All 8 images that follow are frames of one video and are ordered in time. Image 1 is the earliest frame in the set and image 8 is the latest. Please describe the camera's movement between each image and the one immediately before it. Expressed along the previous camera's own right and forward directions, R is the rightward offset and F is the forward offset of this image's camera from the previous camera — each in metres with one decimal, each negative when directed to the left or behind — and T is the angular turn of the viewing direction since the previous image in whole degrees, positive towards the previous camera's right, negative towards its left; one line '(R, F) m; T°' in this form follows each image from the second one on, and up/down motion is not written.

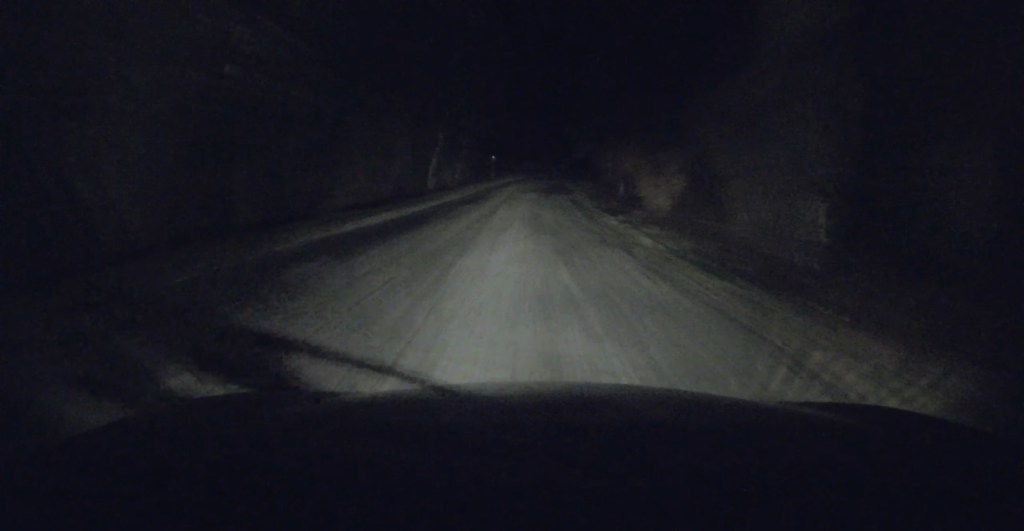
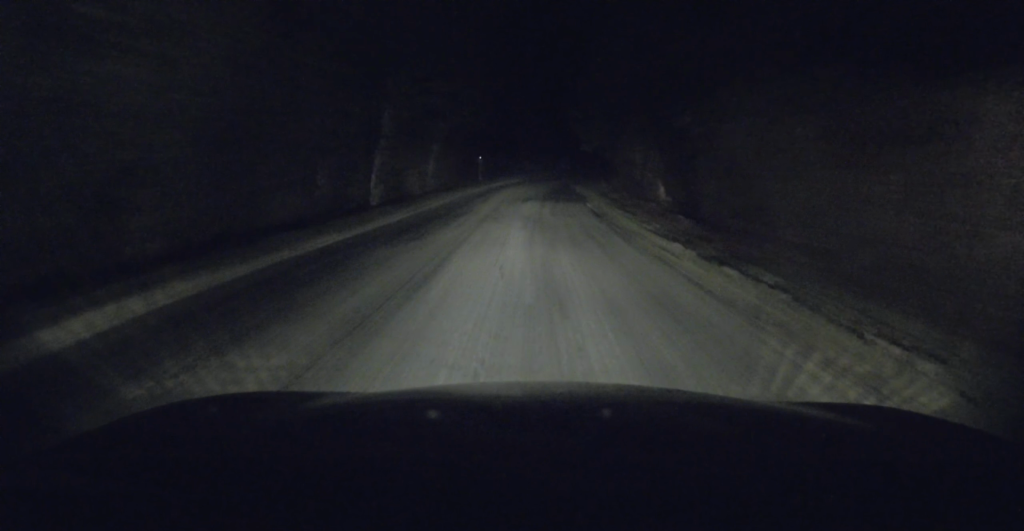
(-0.3, +13.3) m; -1°
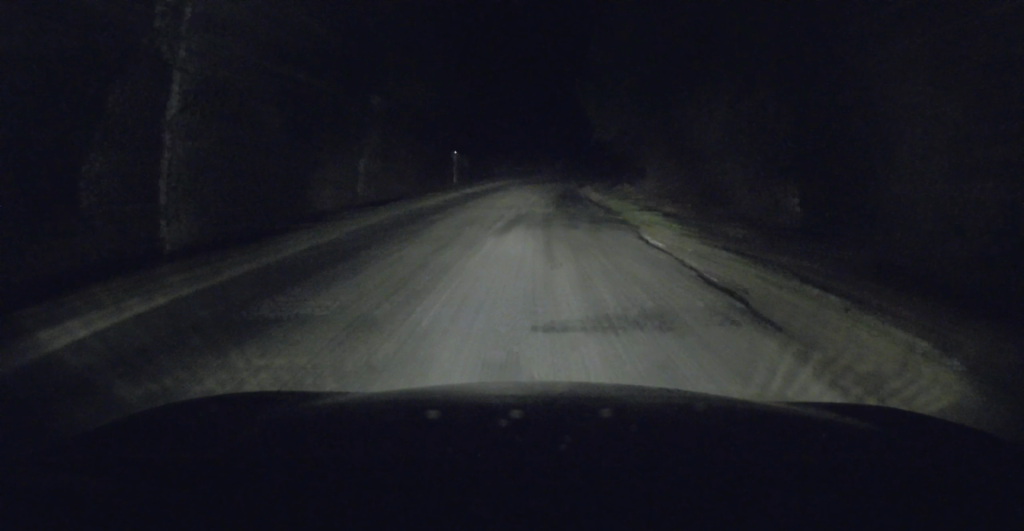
(+0.1, +14.9) m; +1°
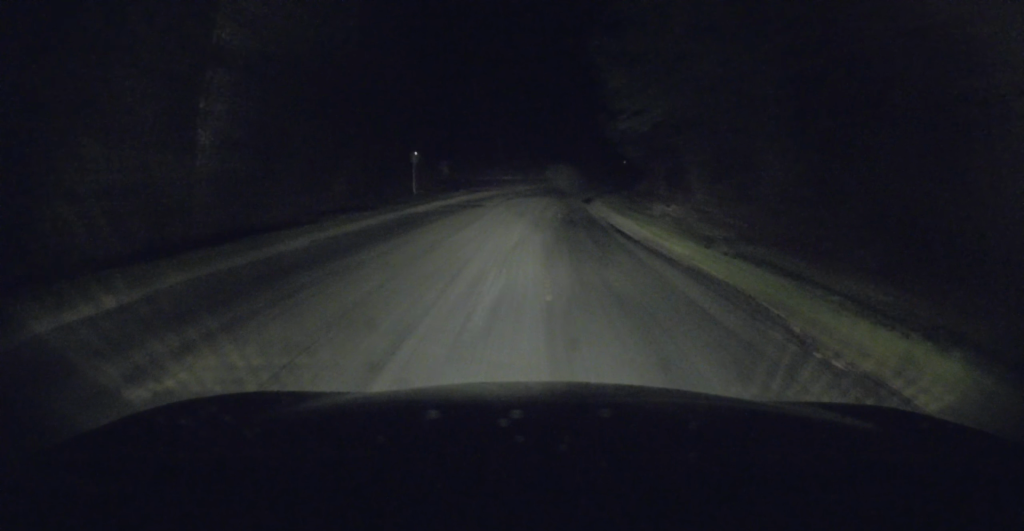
(+0.2, +12.4) m; 0°
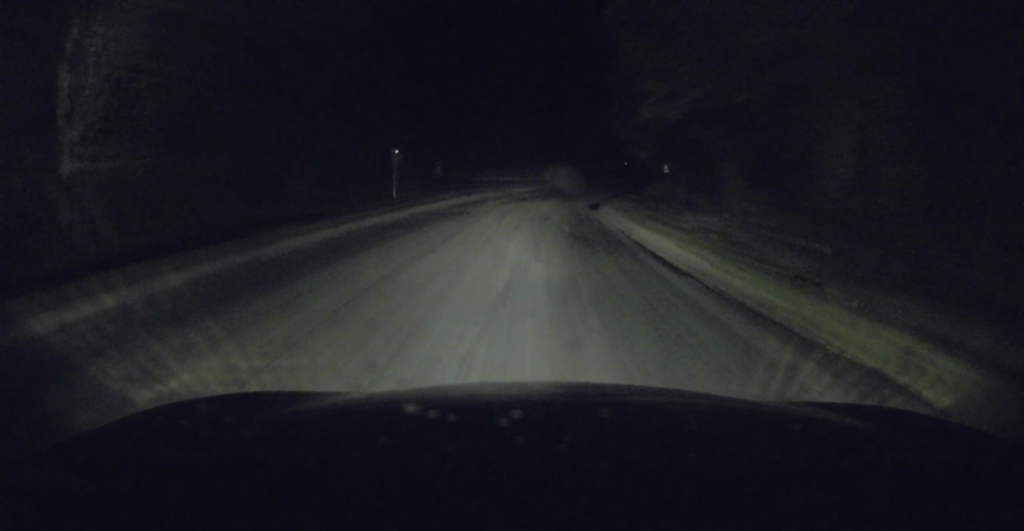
(+0.1, +4.5) m; 0°
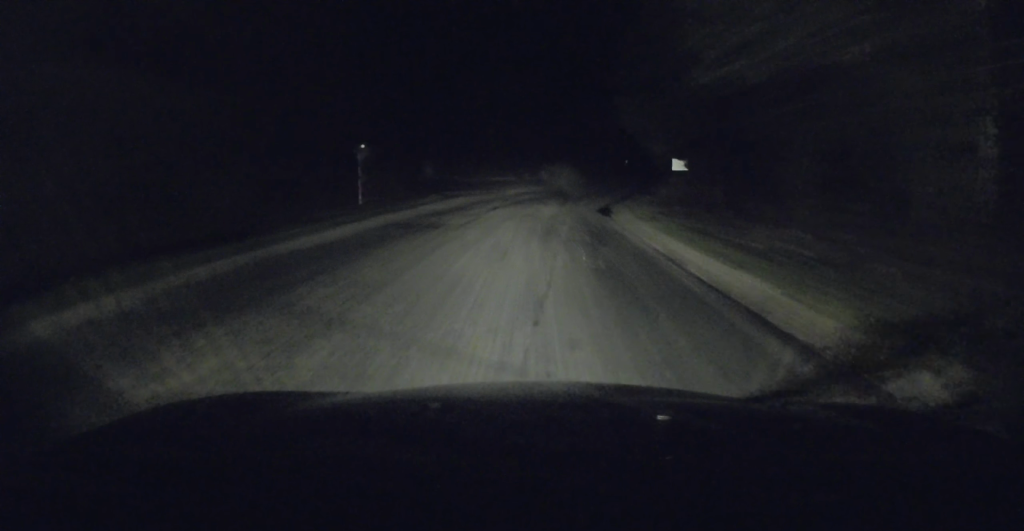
(-0.2, +5.5) m; -1°
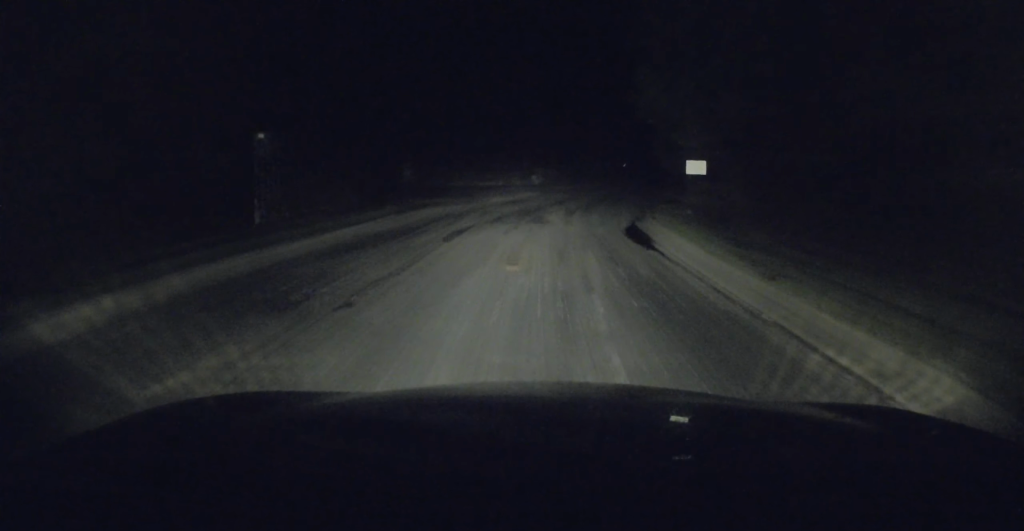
(-0.1, +8.8) m; +1°
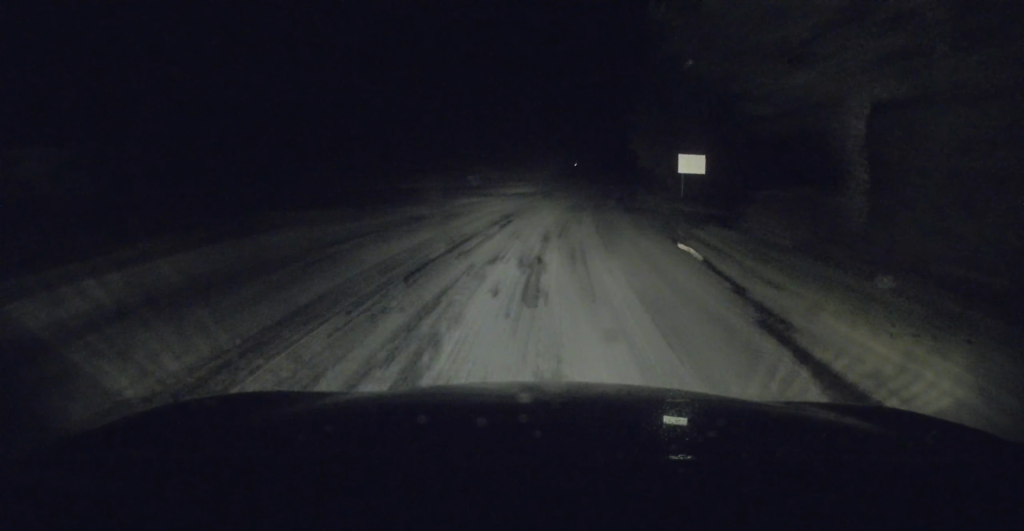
(+0.6, +13.9) m; +5°
